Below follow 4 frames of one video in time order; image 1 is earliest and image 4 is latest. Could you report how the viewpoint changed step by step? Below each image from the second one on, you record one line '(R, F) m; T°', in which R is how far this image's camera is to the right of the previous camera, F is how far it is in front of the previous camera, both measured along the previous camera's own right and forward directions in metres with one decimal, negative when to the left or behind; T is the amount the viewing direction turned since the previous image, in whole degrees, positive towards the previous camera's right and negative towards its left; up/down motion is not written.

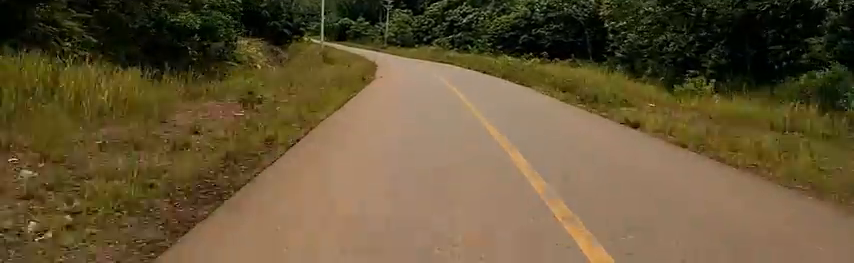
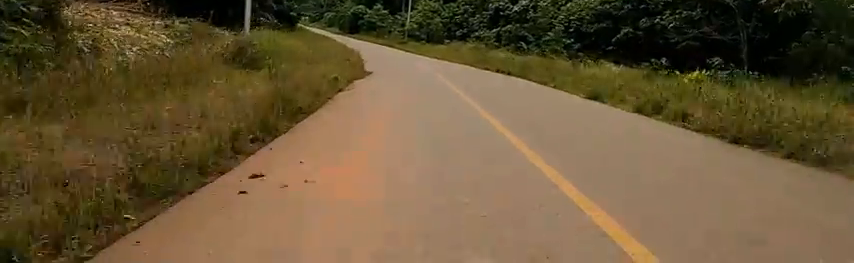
(-1.7, +22.1) m; -4°
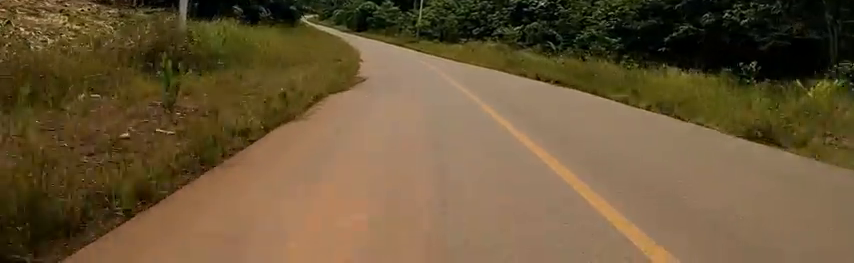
(0.0, +6.4) m; -1°
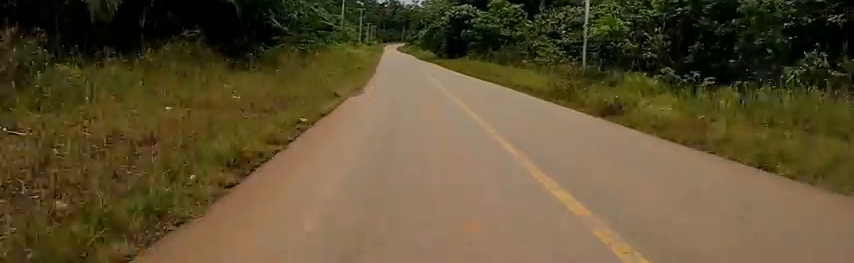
(-3.5, +38.1) m; -8°
